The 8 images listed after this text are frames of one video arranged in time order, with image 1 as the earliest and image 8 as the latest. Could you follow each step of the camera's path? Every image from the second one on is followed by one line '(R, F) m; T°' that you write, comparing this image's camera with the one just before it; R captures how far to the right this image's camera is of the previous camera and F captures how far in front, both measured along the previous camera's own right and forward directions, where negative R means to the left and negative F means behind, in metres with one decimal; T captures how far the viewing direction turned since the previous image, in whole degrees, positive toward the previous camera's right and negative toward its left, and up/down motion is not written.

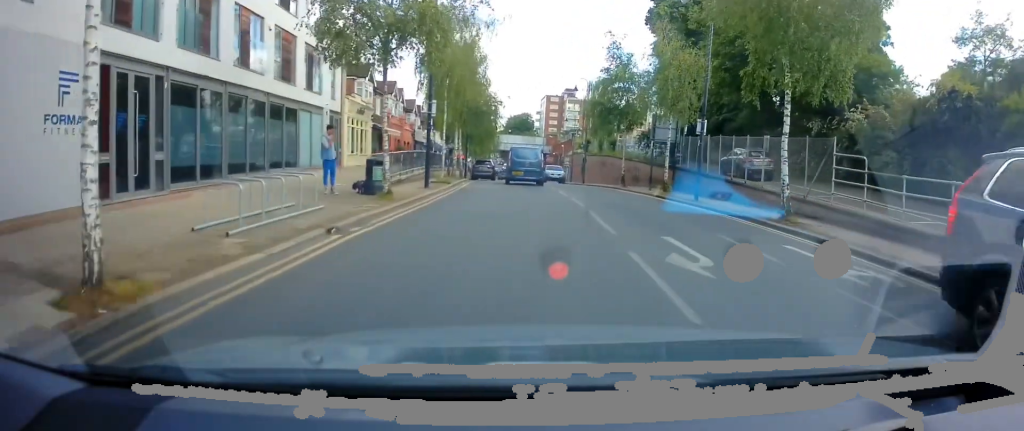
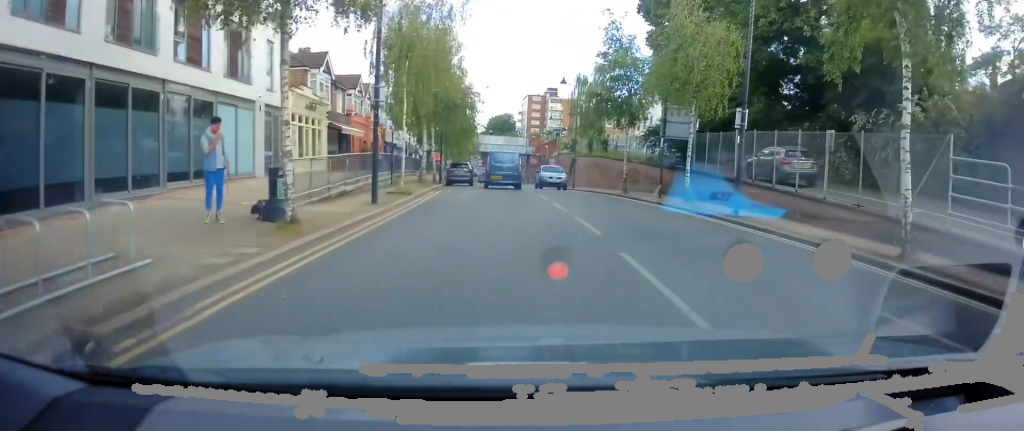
(+0.1, +6.1) m; +1°
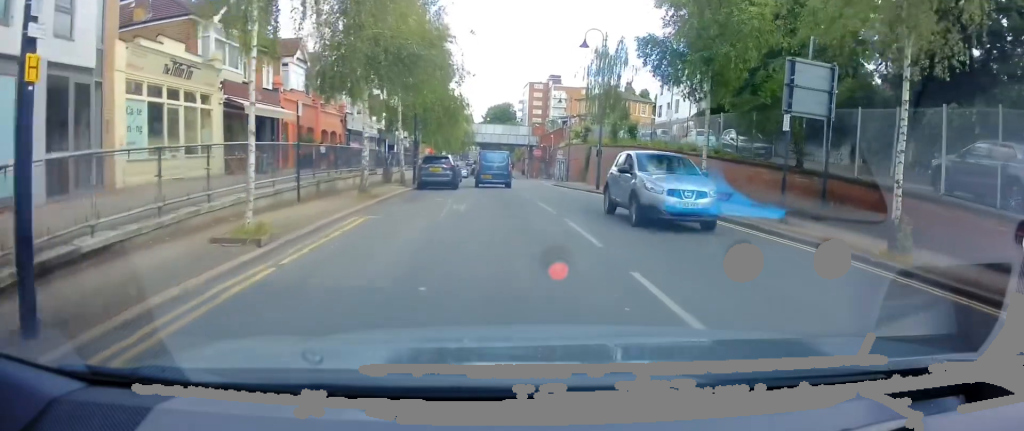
(0.0, +12.5) m; -1°
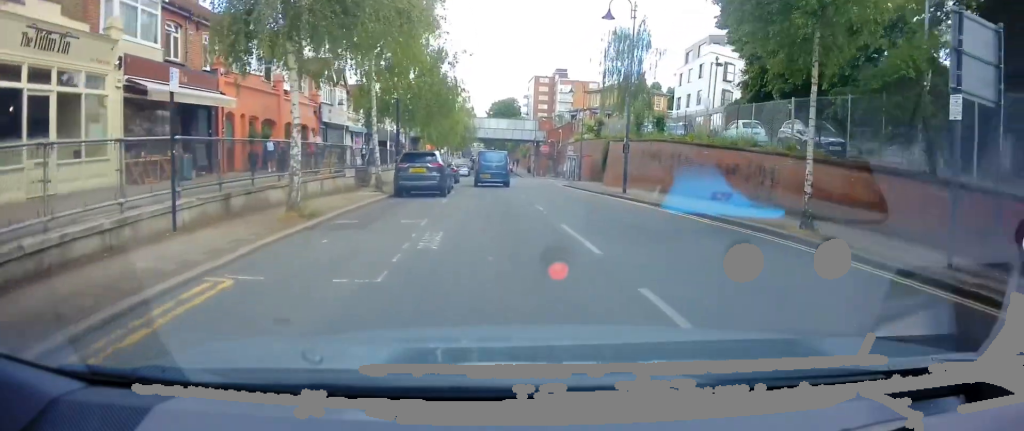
(-0.1, +6.6) m; 0°
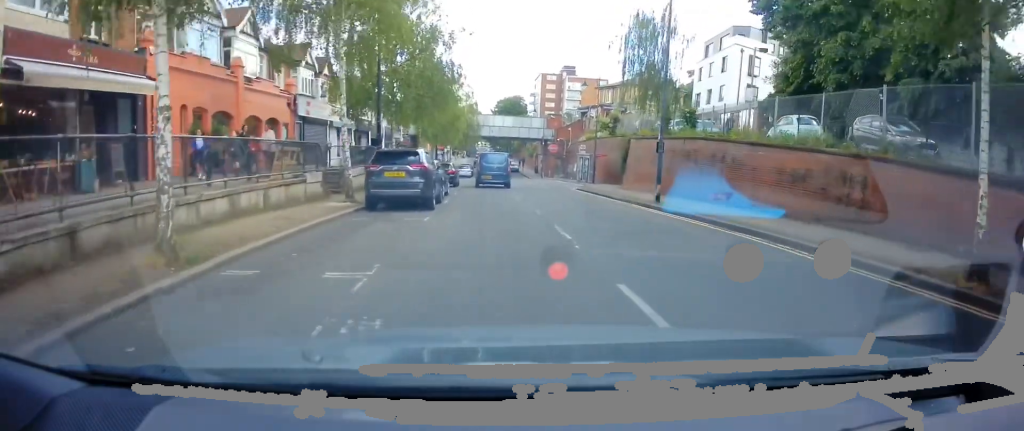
(+0.1, +5.3) m; +1°
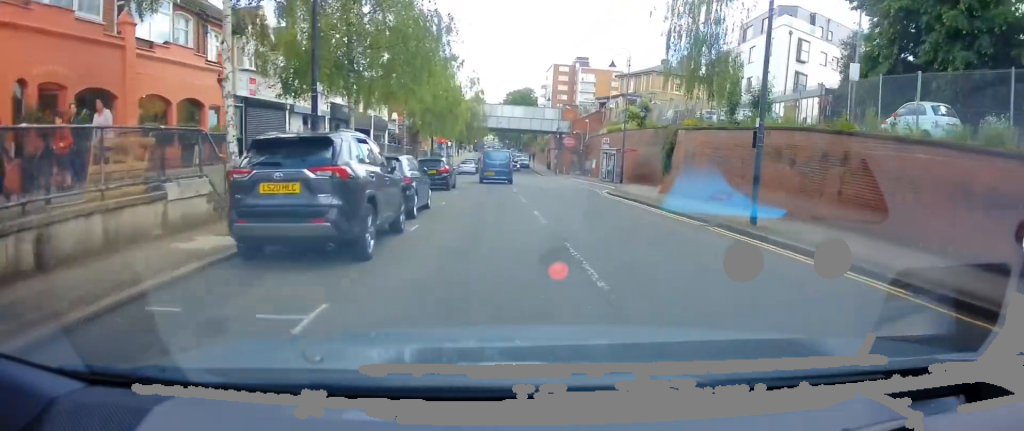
(0.0, +8.7) m; -2°
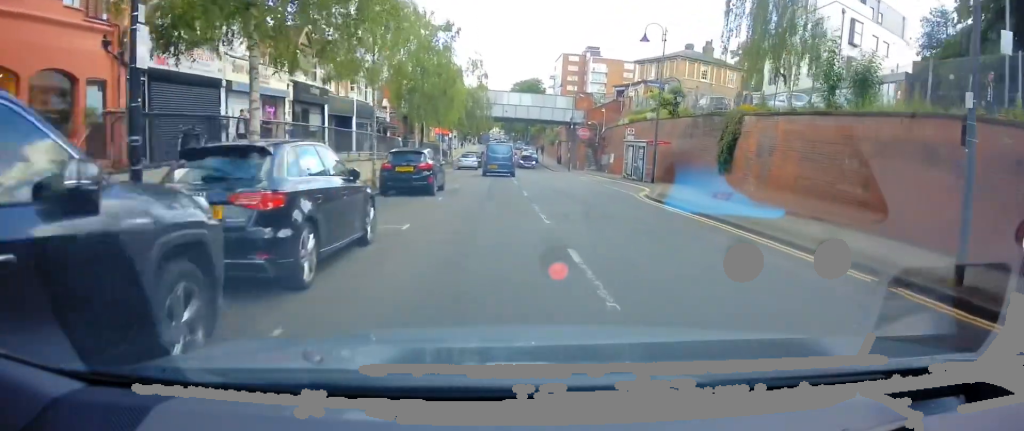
(-0.2, +7.4) m; -2°
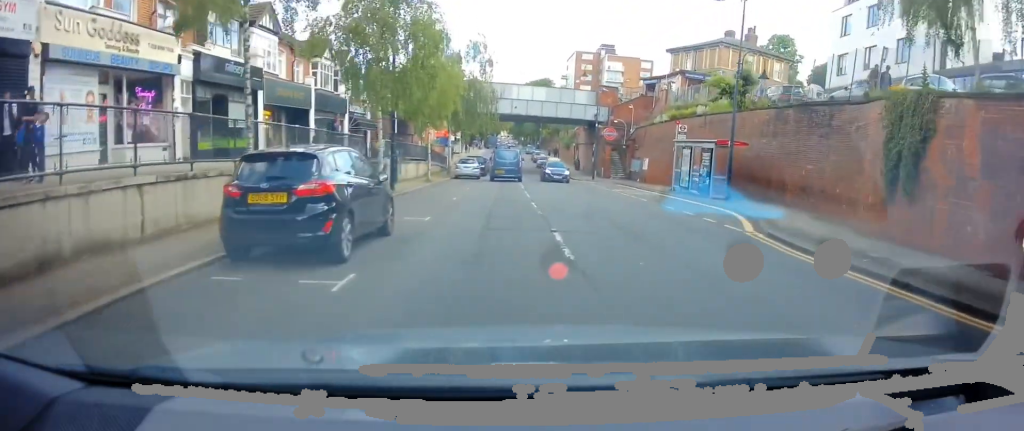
(+0.1, +10.8) m; +1°
